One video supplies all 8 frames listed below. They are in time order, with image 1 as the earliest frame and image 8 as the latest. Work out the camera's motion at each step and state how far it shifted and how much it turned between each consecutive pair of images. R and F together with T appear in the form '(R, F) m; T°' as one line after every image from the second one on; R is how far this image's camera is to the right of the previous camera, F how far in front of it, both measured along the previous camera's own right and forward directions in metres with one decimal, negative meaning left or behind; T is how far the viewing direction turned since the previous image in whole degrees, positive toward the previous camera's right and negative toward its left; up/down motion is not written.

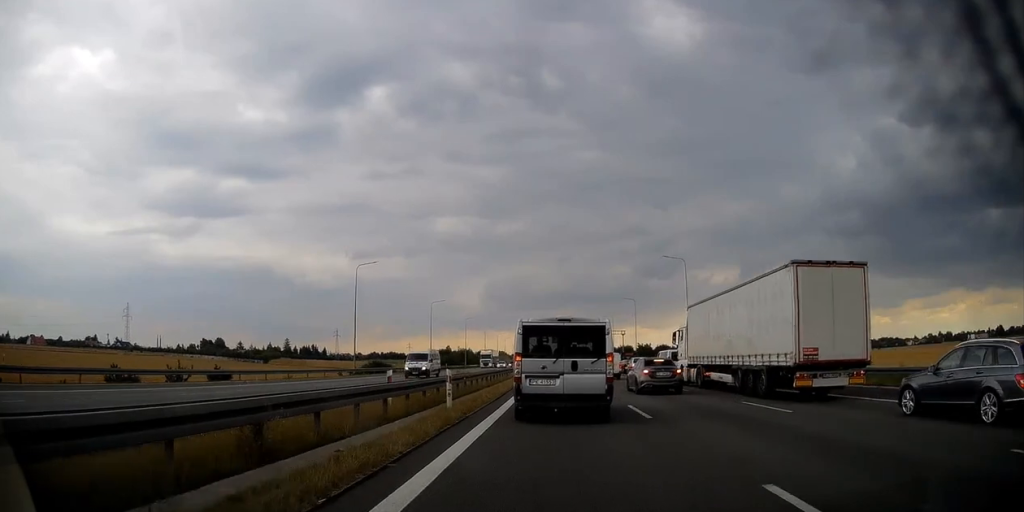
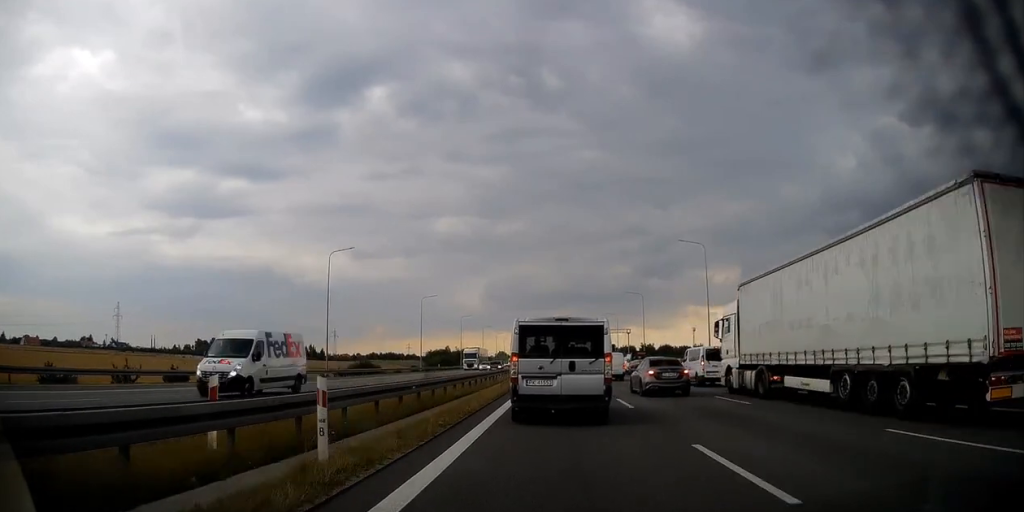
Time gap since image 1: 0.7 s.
(0.0, +8.9) m; 0°
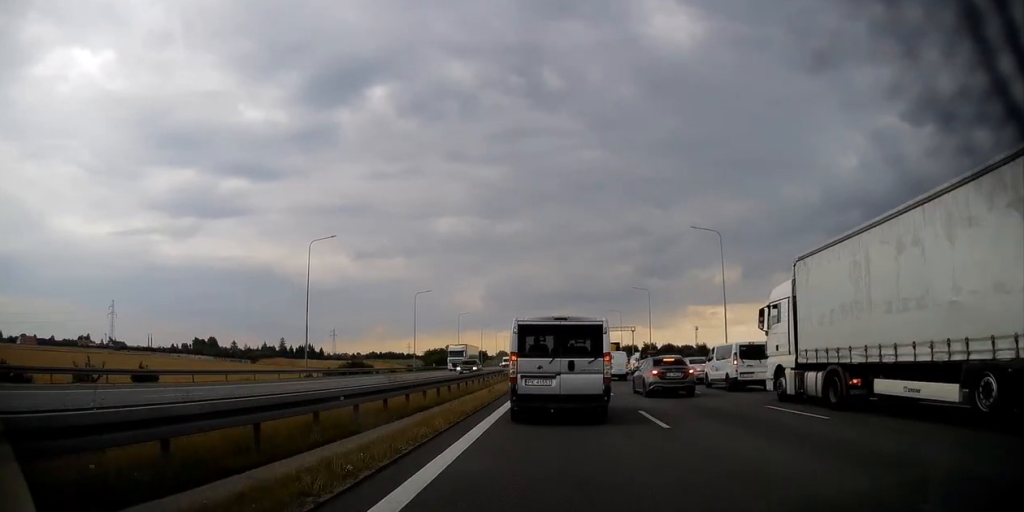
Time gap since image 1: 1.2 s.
(0.0, +5.5) m; 0°
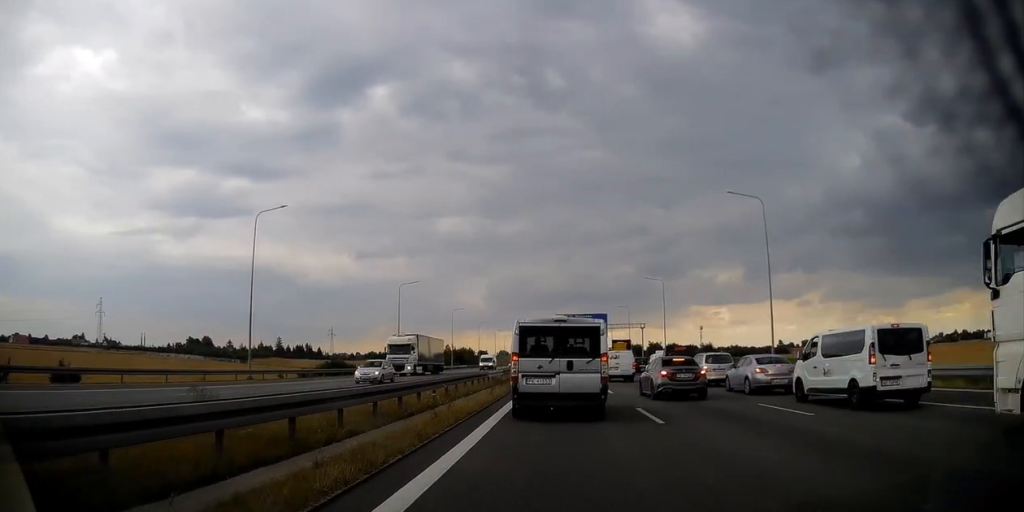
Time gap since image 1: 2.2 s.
(0.0, +11.7) m; -1°
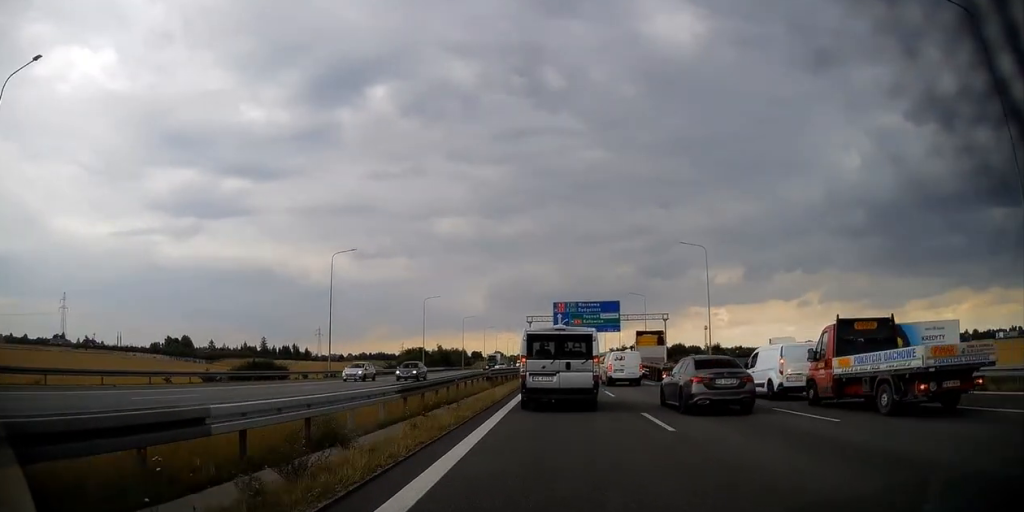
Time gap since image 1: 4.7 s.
(+0.1, +30.2) m; +1°
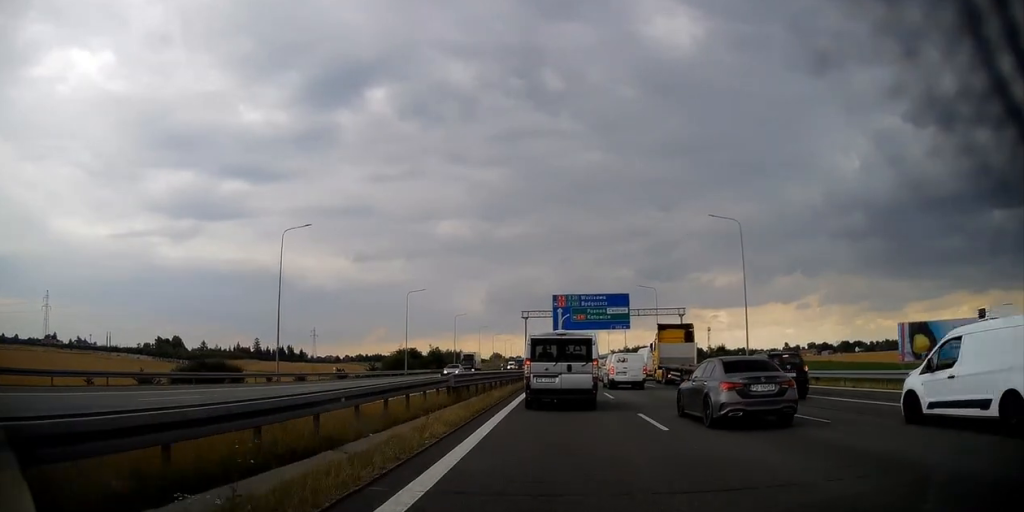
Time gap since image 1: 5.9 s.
(-0.2, +14.3) m; -1°
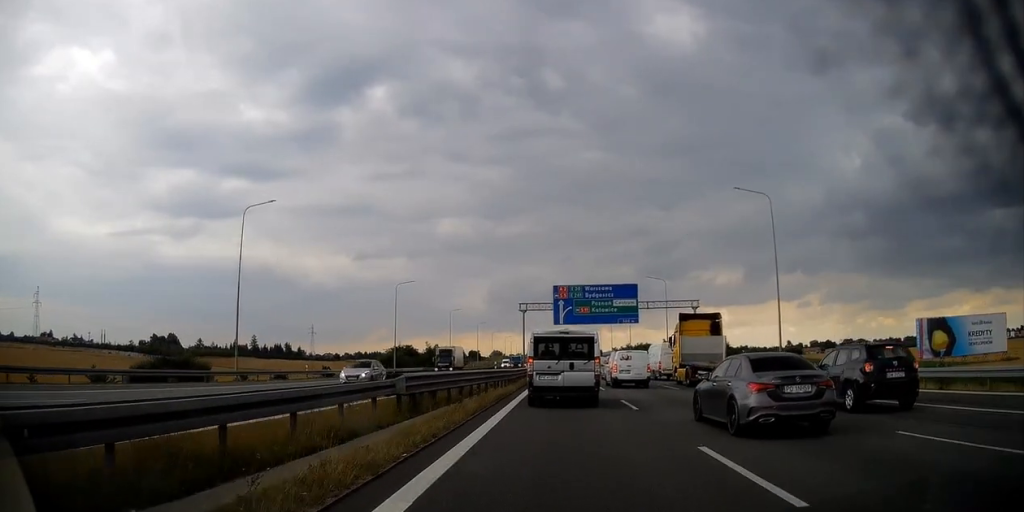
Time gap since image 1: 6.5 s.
(0.0, +7.2) m; 0°
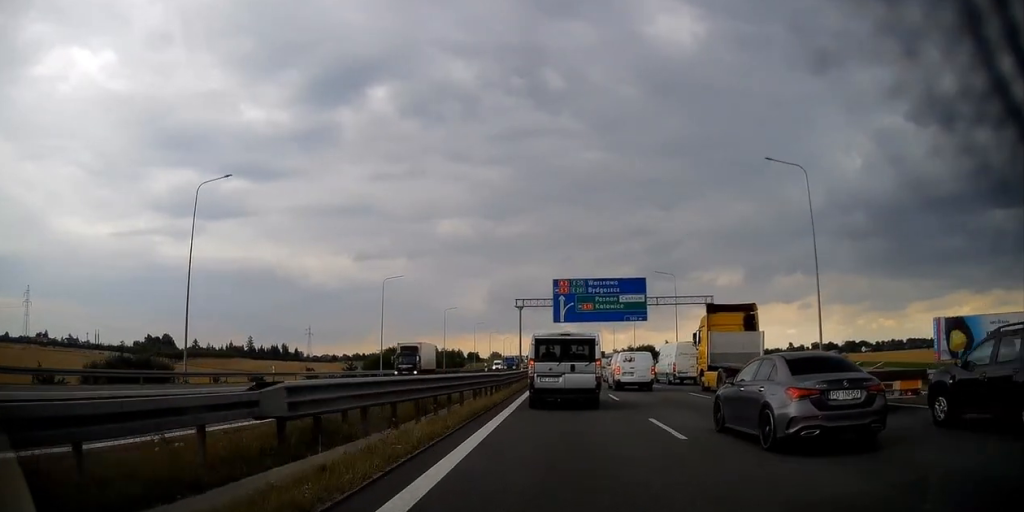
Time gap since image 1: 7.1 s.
(0.0, +6.0) m; 0°
